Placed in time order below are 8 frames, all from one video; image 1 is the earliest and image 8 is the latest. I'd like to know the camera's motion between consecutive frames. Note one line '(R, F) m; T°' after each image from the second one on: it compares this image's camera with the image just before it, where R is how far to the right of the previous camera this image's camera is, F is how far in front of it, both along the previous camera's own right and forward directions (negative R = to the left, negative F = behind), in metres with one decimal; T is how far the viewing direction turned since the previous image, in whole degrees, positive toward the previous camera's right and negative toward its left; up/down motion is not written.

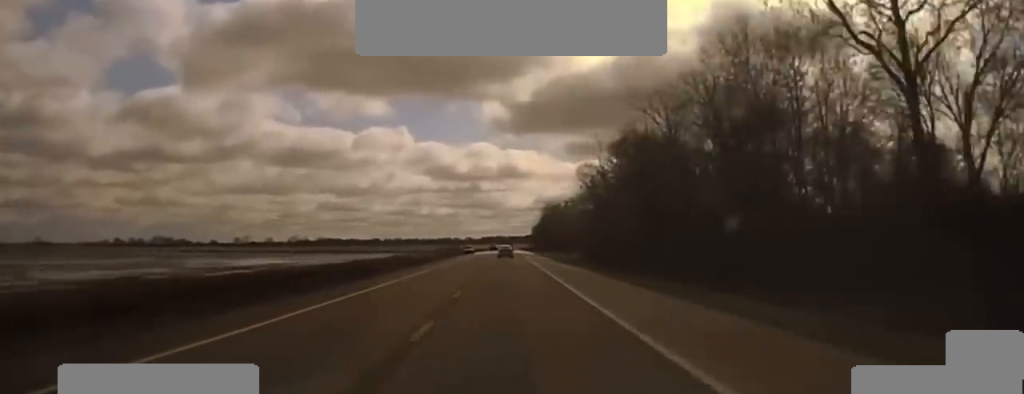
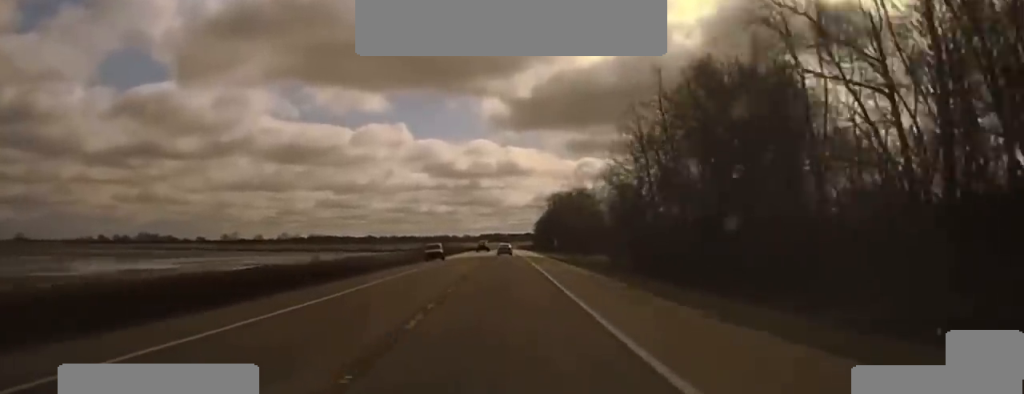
(+0.1, +59.5) m; 0°
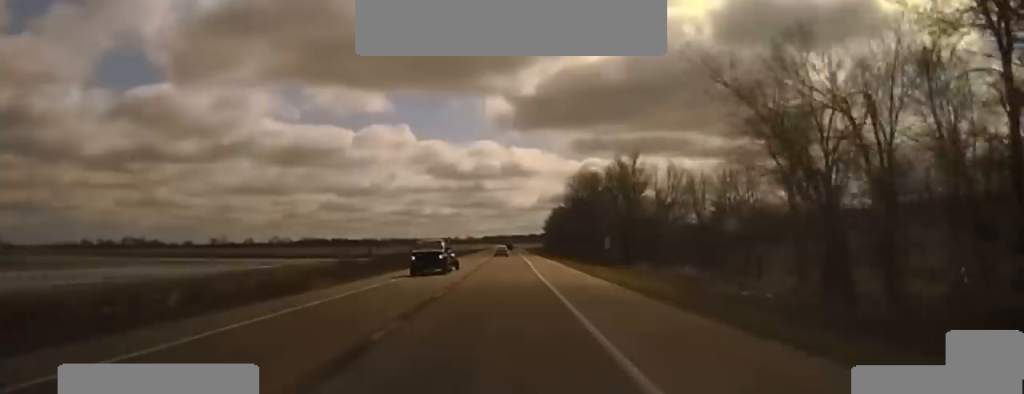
(0.0, +72.6) m; 0°
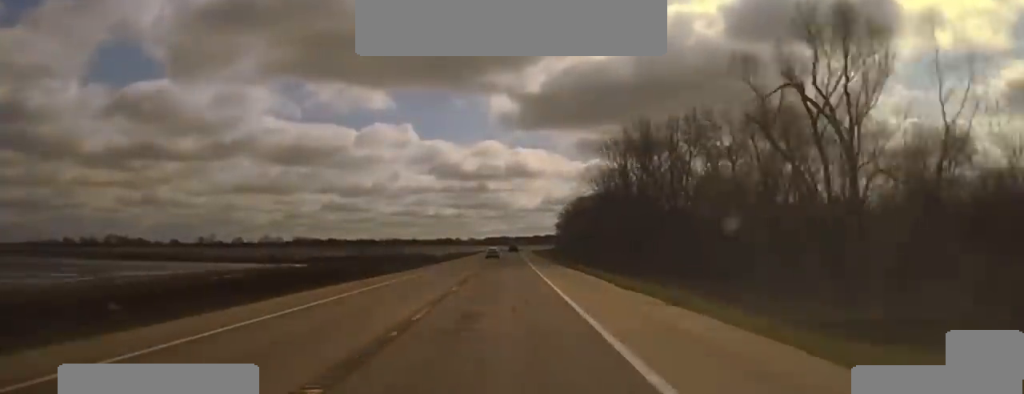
(0.0, +63.2) m; 0°
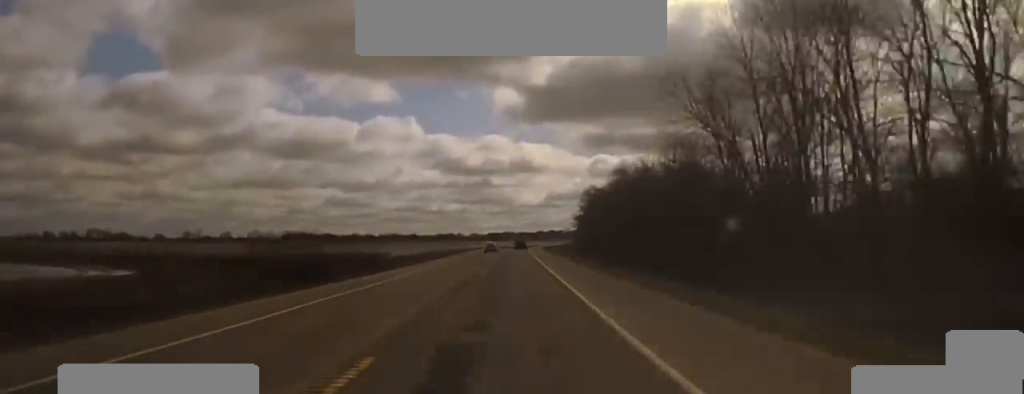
(-0.3, +61.9) m; 0°
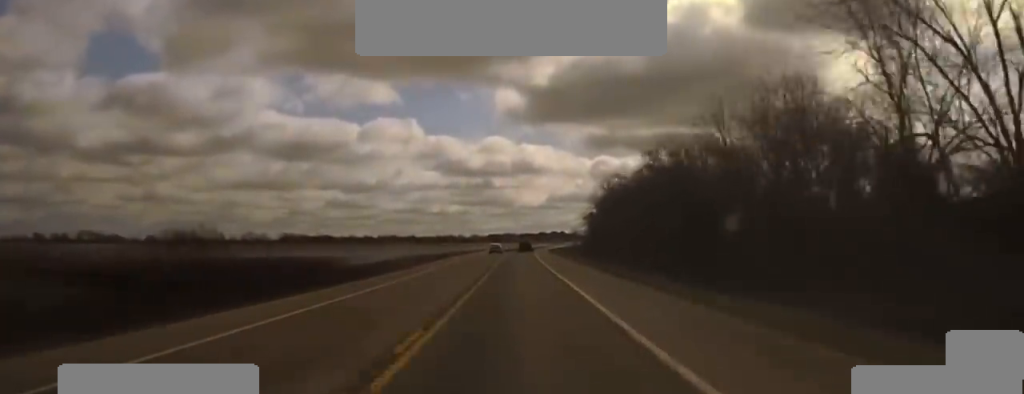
(-0.1, +31.7) m; 0°
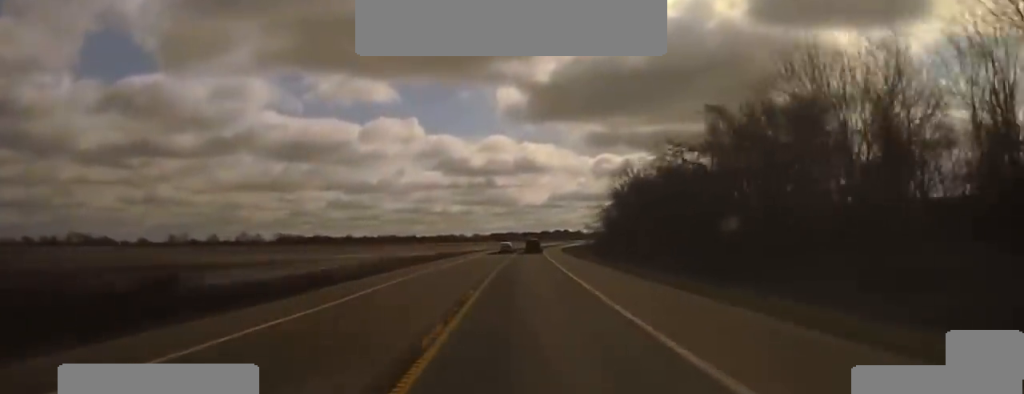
(0.0, +39.1) m; 0°
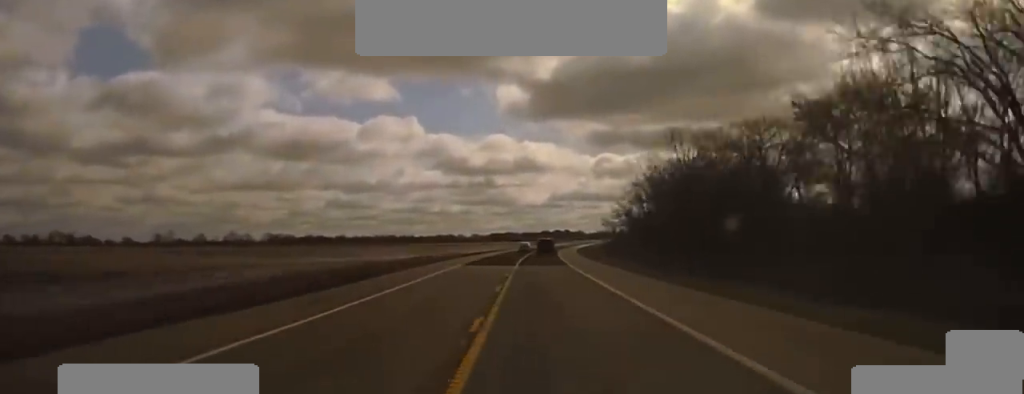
(+0.1, +51.9) m; 0°
